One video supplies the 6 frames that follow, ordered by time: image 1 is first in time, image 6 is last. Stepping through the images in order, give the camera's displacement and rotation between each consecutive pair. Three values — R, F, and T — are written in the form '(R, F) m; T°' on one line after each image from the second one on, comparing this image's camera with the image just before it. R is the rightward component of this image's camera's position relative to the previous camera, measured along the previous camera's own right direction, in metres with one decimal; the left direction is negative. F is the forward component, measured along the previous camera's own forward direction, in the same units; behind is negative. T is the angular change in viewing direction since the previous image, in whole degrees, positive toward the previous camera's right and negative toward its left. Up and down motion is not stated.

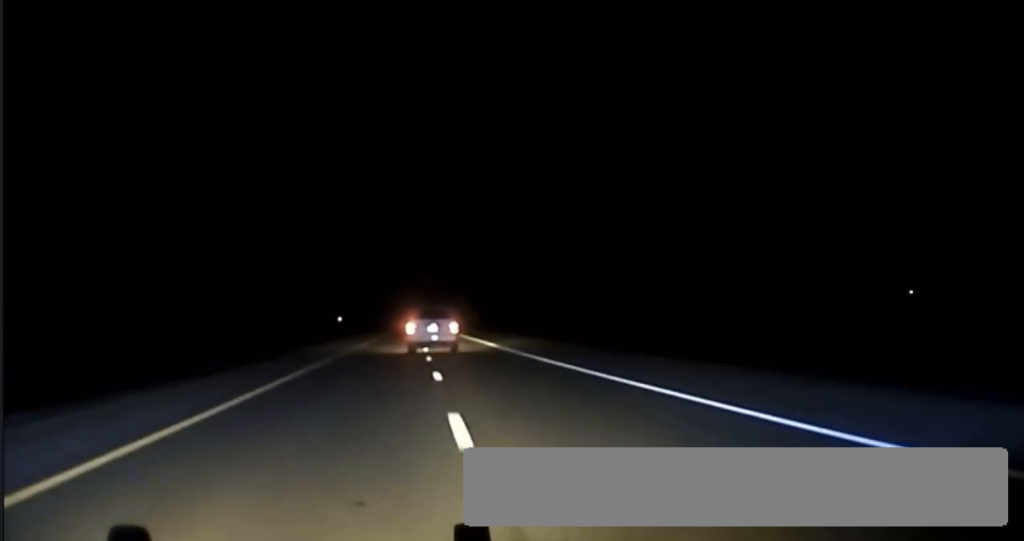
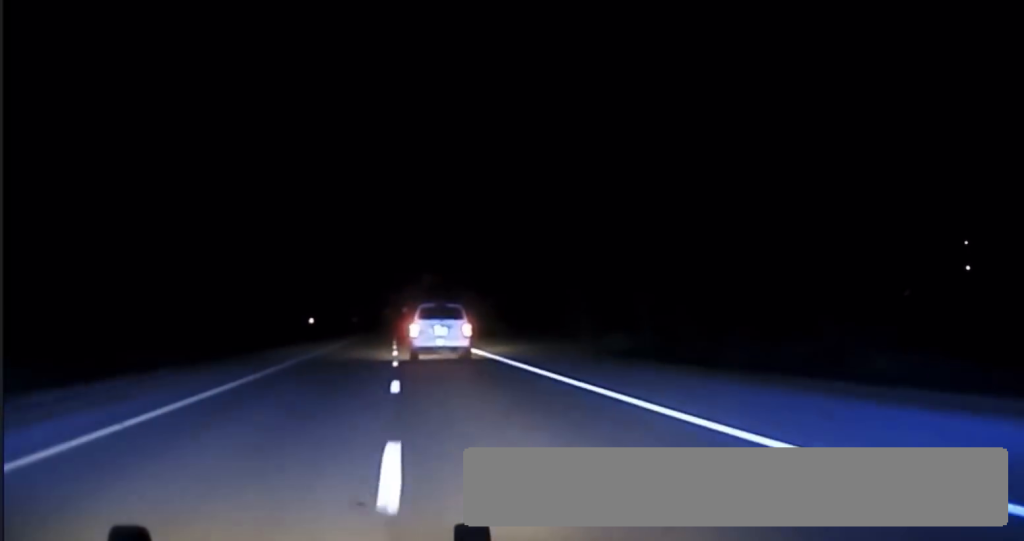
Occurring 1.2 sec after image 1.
(+0.3, +50.6) m; +1°
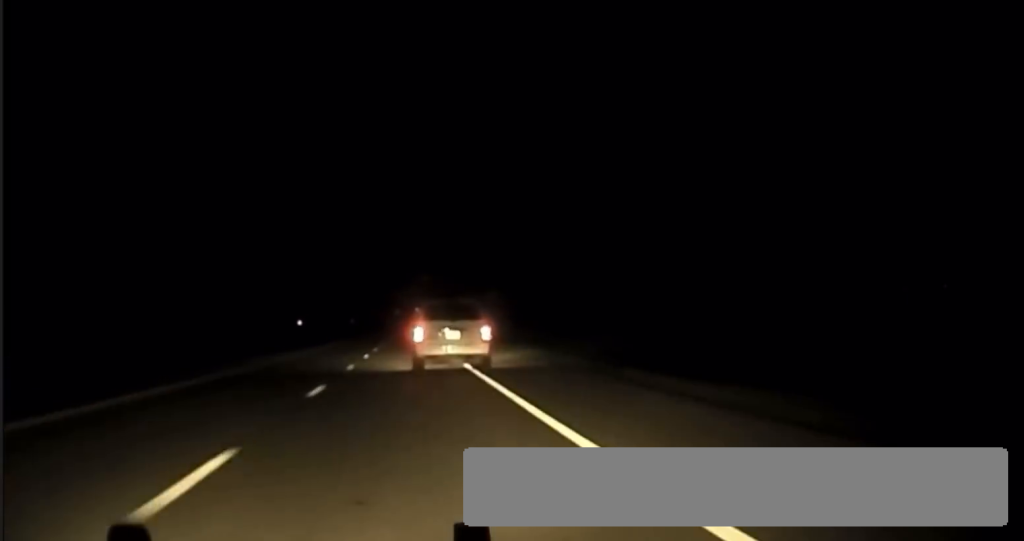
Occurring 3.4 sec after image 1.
(+0.3, +83.9) m; 0°
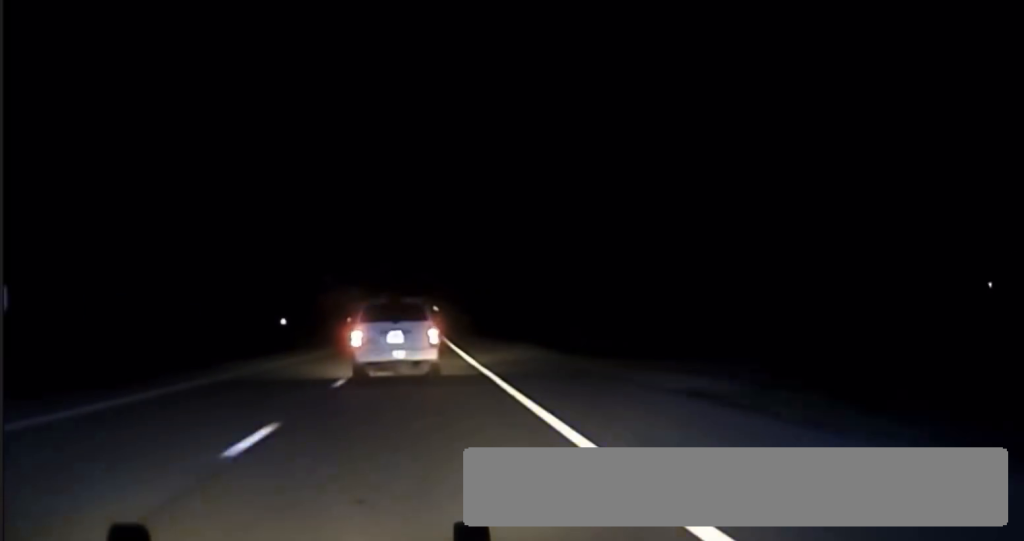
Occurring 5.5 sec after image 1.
(-1.1, +81.6) m; 0°
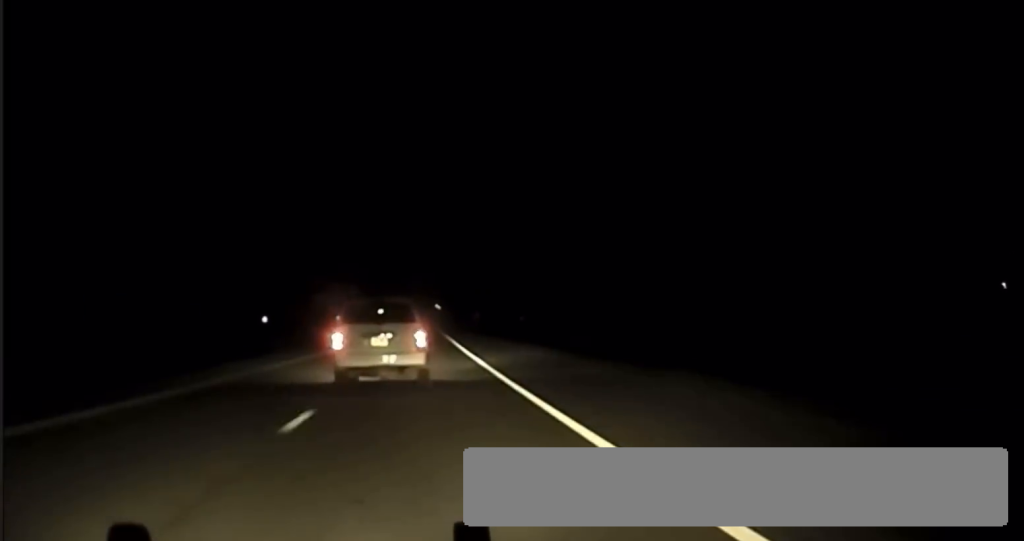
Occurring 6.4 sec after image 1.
(+0.5, +34.4) m; 0°
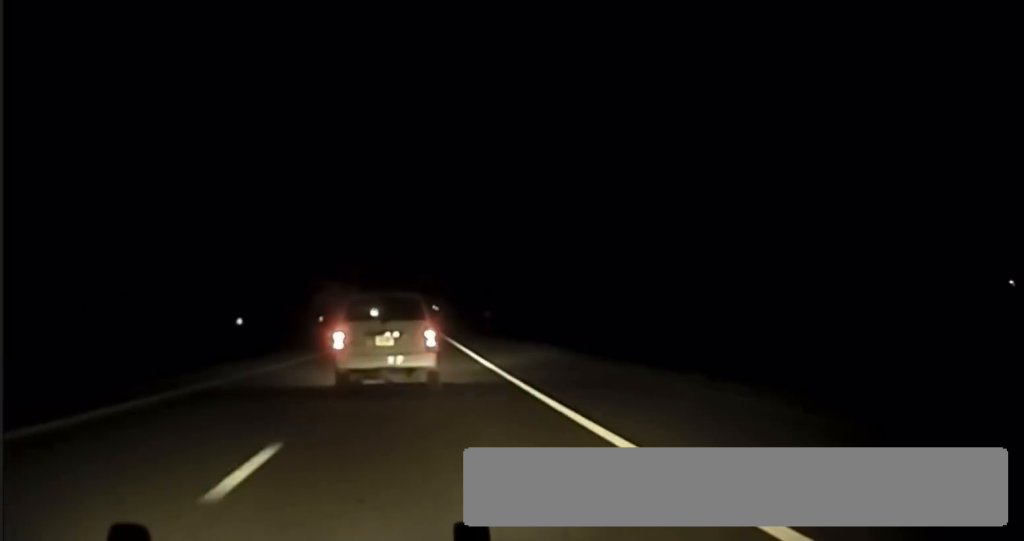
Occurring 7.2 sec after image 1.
(-0.3, +29.4) m; -1°
